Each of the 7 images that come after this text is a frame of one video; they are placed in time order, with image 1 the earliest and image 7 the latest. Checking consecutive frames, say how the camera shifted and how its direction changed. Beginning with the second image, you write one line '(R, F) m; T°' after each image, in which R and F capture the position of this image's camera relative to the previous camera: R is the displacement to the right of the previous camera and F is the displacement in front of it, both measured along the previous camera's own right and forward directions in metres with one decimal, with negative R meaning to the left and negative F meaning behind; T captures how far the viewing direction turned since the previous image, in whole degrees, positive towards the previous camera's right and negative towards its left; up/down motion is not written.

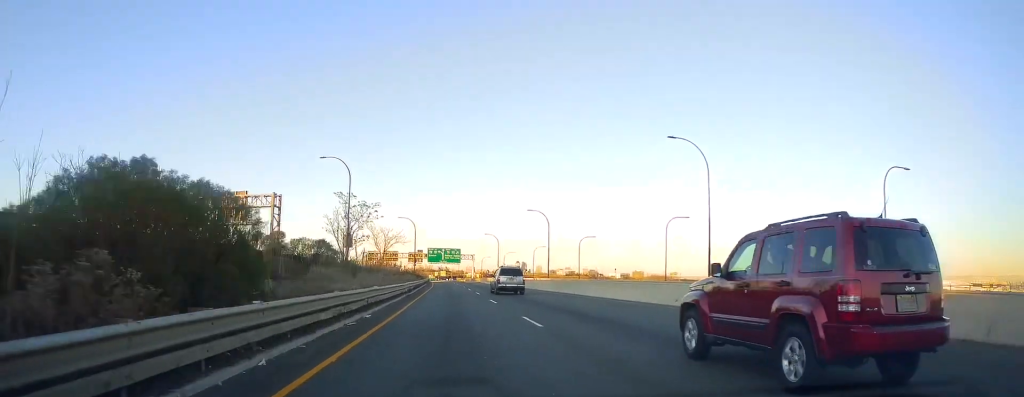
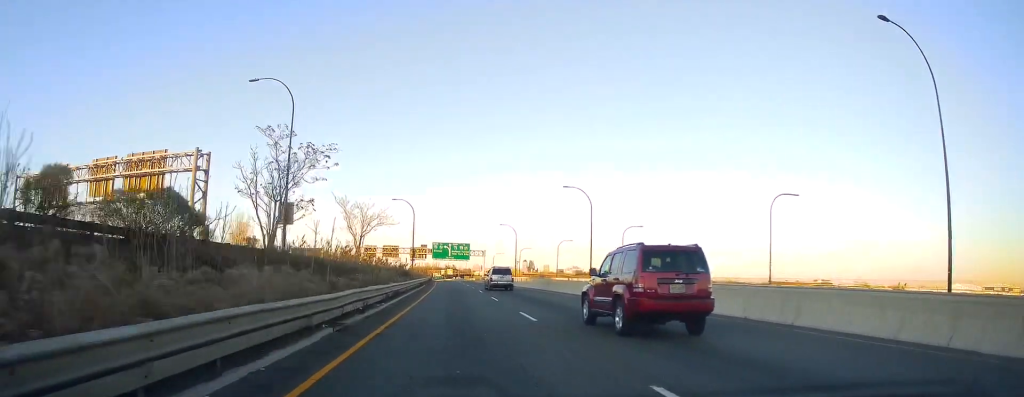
(+0.5, +23.1) m; +1°
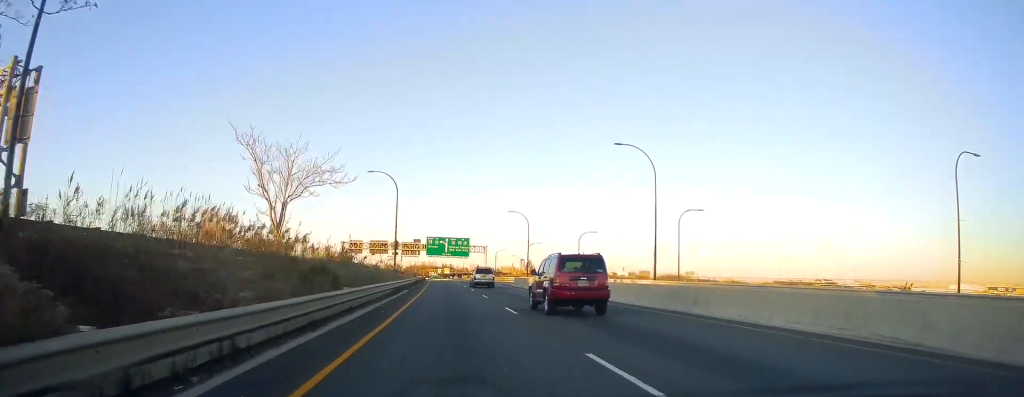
(-0.3, +22.3) m; -1°
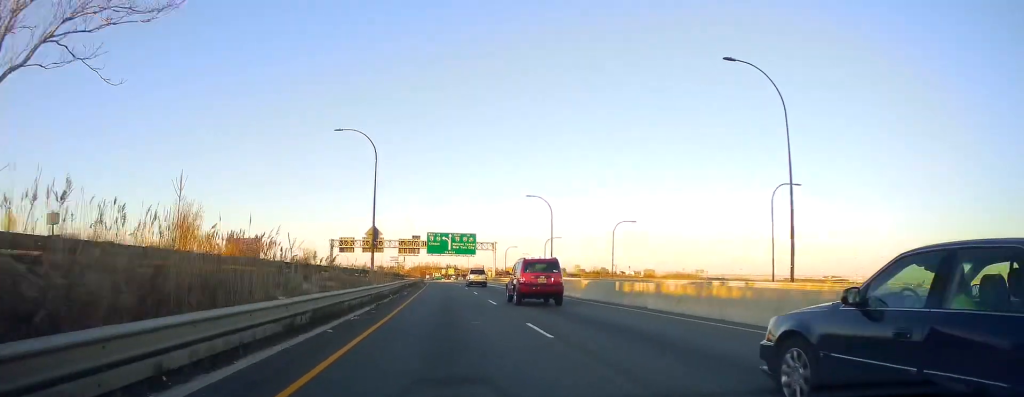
(+0.1, +18.7) m; +1°
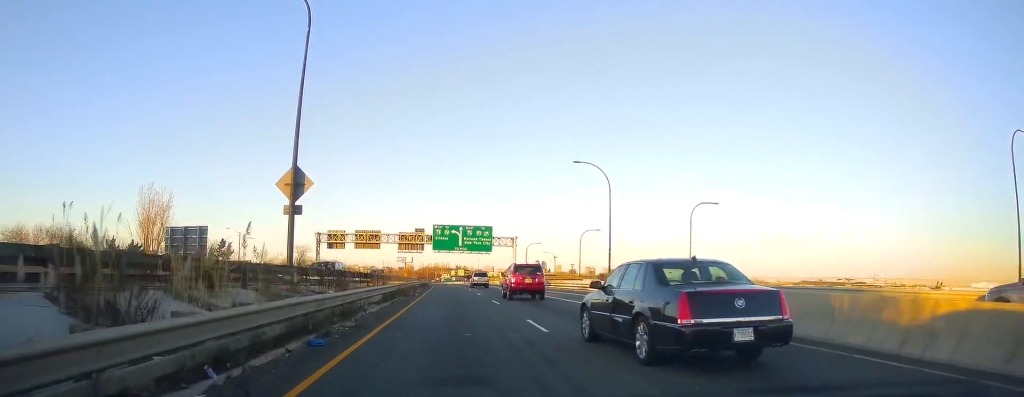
(+0.2, +23.6) m; -1°
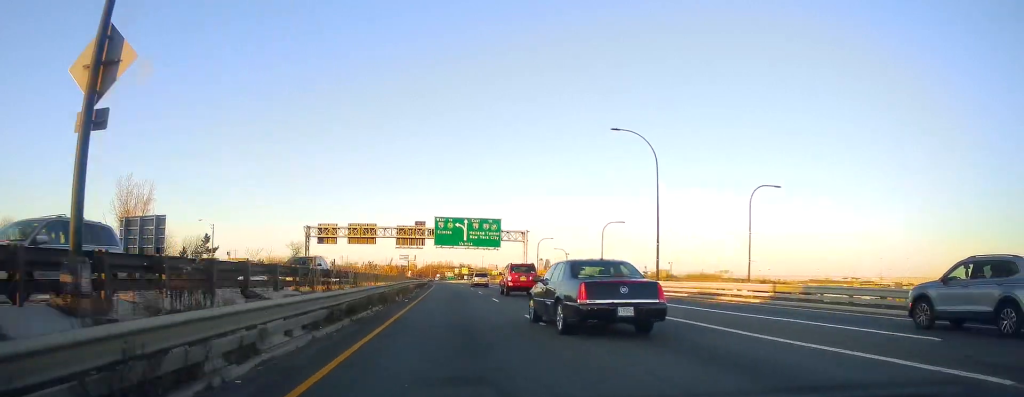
(-0.3, +11.3) m; -1°
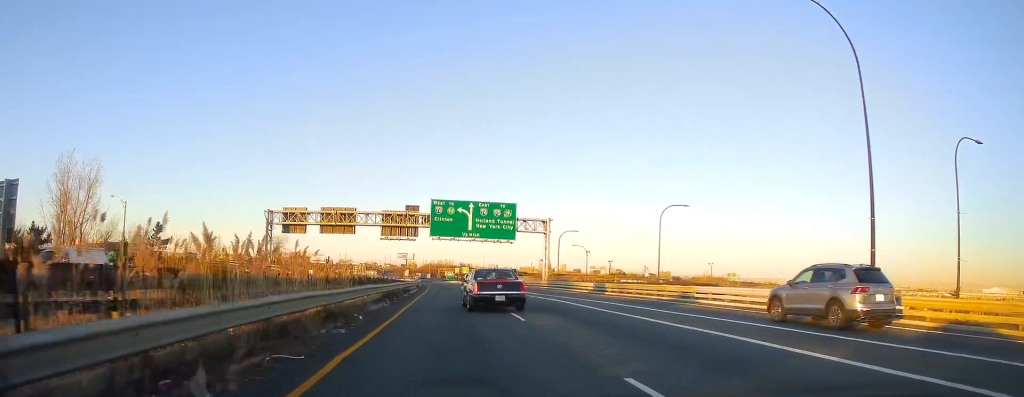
(-0.2, +22.4) m; 0°
